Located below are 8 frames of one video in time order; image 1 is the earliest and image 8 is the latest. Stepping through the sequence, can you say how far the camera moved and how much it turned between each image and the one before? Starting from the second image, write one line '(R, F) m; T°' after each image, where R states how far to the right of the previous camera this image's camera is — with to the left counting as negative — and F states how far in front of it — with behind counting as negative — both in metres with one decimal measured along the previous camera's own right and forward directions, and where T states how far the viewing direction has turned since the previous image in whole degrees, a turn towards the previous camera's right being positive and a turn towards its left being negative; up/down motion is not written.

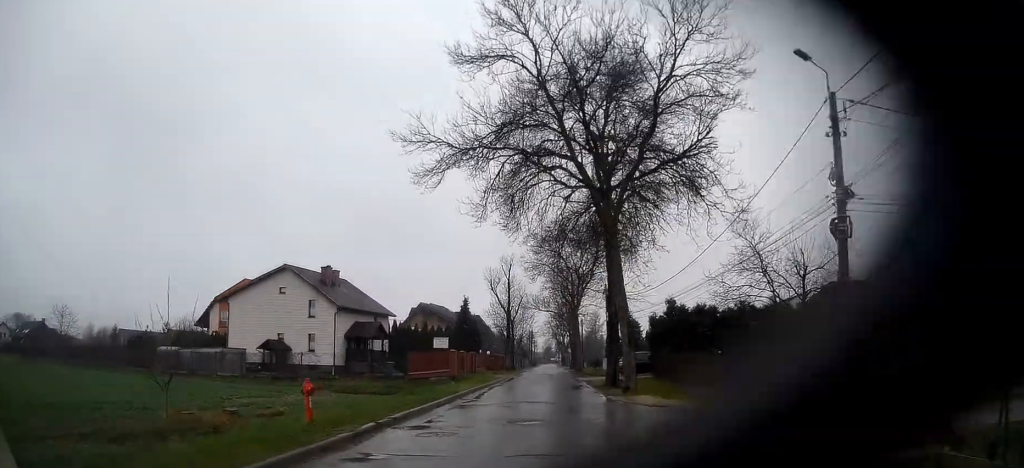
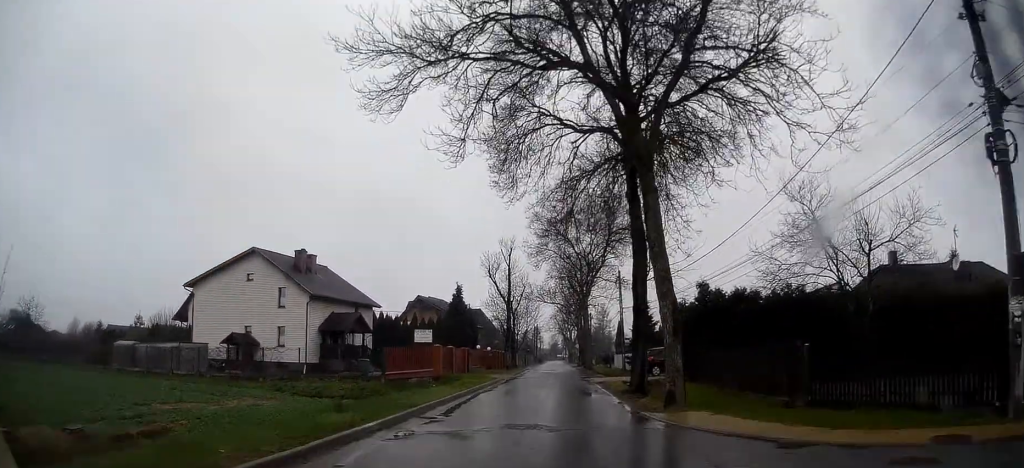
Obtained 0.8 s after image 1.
(-0.3, +6.8) m; -1°
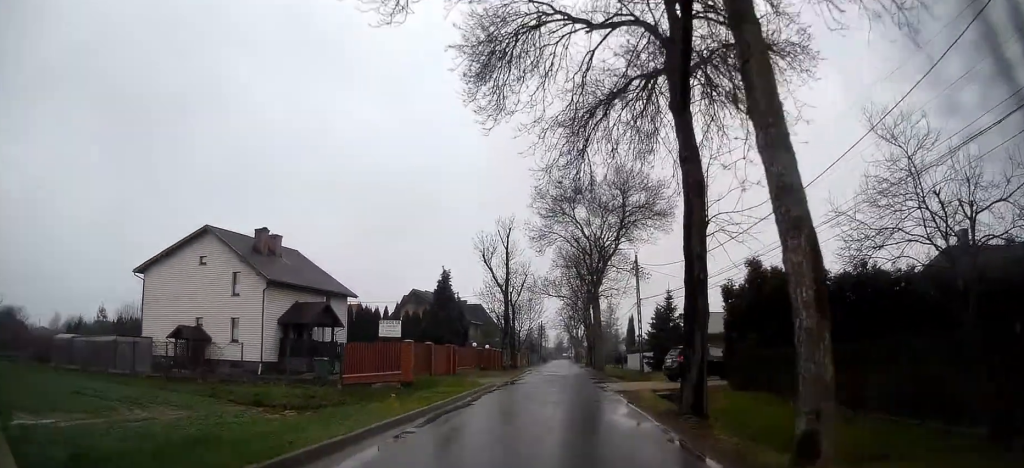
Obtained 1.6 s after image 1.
(0.0, +7.3) m; 0°
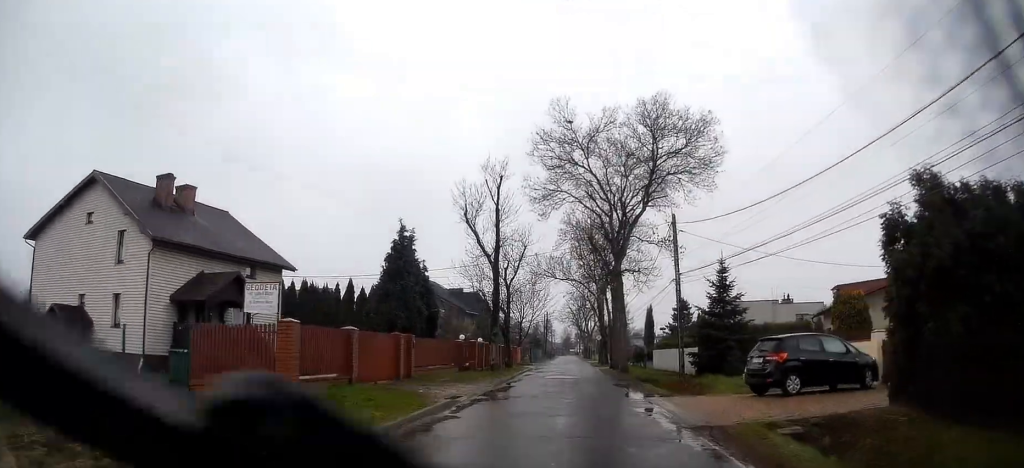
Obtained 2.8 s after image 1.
(-0.1, +11.4) m; -2°
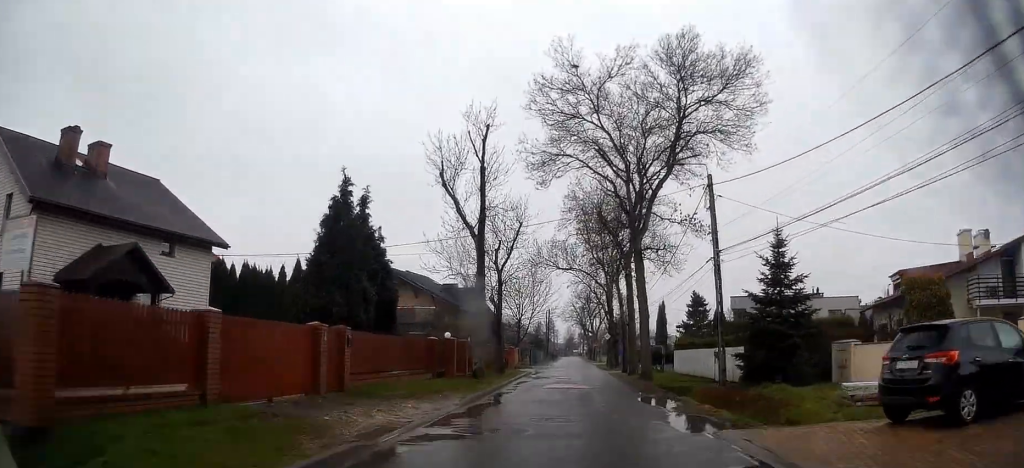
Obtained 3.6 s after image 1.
(-0.1, +7.0) m; -1°
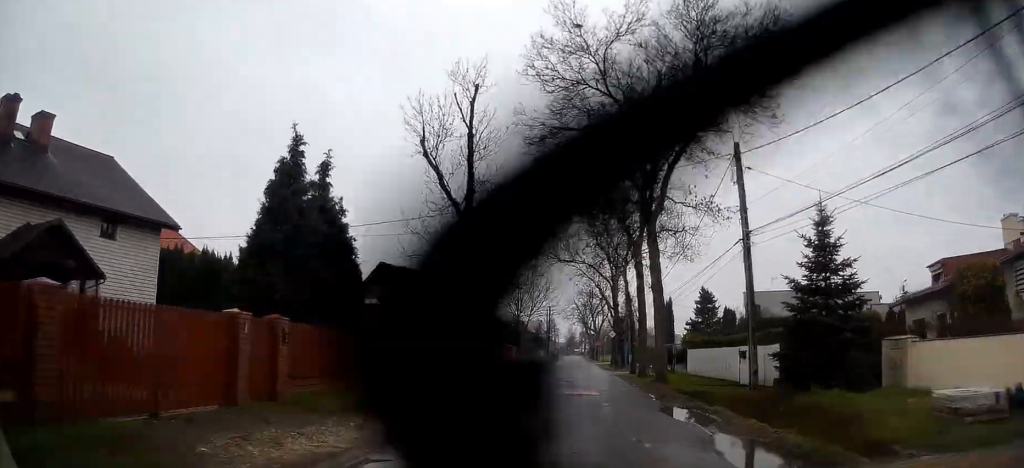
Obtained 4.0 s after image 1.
(0.0, +3.7) m; 0°
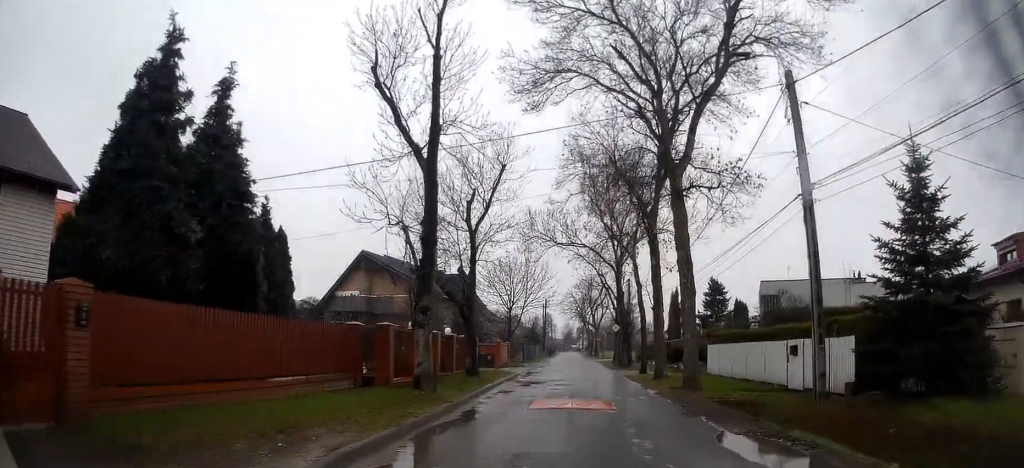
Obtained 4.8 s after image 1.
(0.0, +5.6) m; +1°
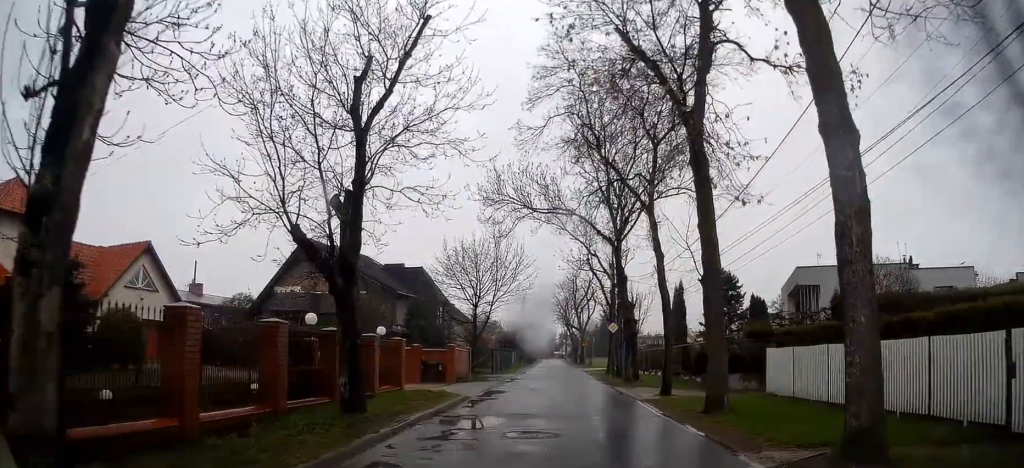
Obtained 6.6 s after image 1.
(+0.2, +12.1) m; +2°
